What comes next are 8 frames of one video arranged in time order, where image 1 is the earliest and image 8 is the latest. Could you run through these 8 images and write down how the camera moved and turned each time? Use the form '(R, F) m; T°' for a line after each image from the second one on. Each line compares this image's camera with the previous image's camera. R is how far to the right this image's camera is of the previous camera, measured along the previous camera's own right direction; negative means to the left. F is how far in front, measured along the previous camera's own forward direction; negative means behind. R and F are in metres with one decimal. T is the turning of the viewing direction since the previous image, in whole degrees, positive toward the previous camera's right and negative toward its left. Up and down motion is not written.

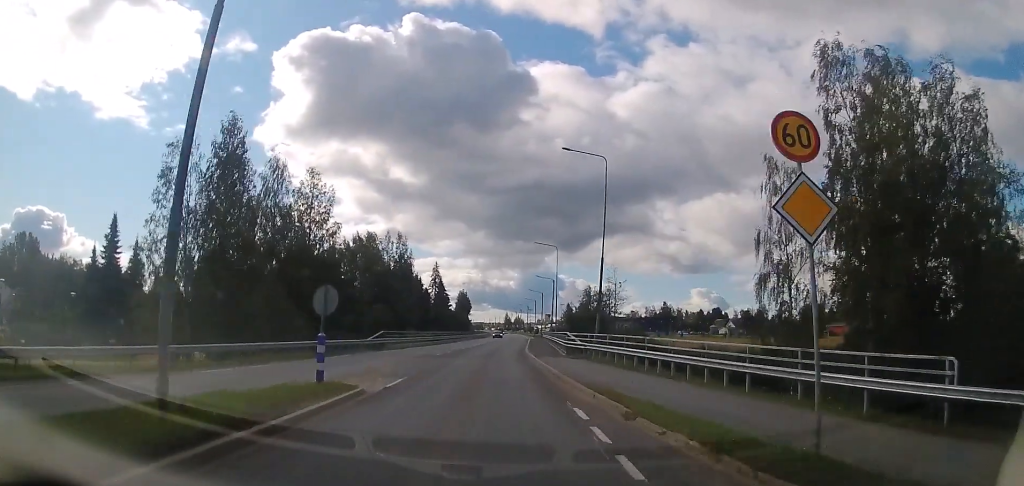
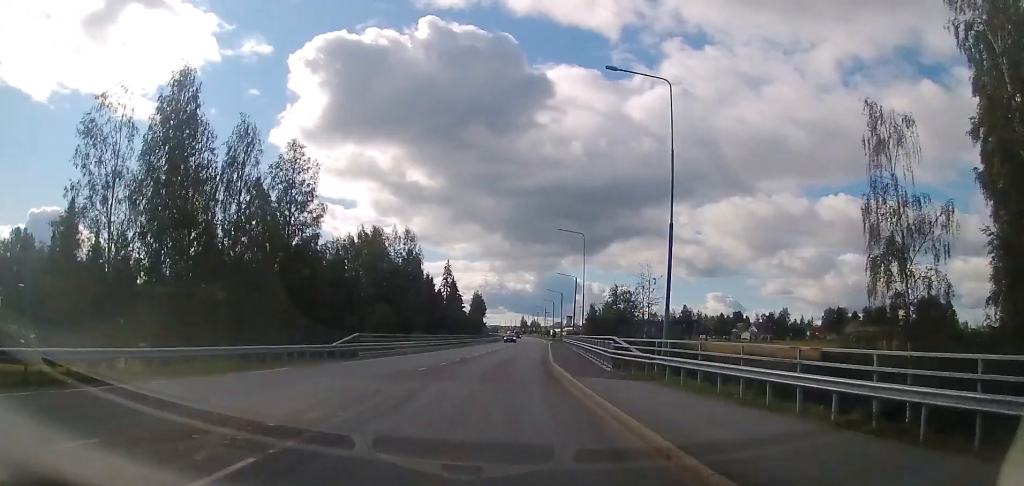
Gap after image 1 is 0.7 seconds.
(0.0, +9.8) m; -1°
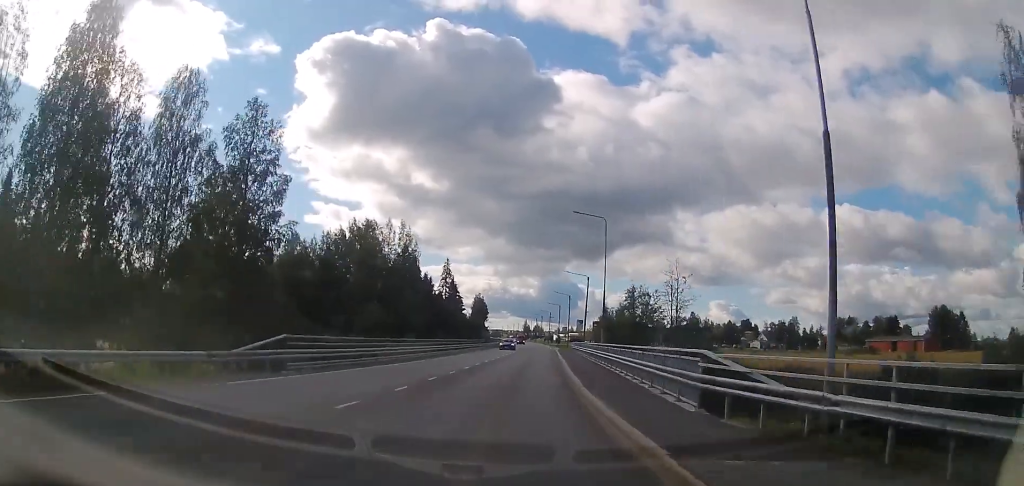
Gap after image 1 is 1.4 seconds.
(-0.1, +9.7) m; 0°
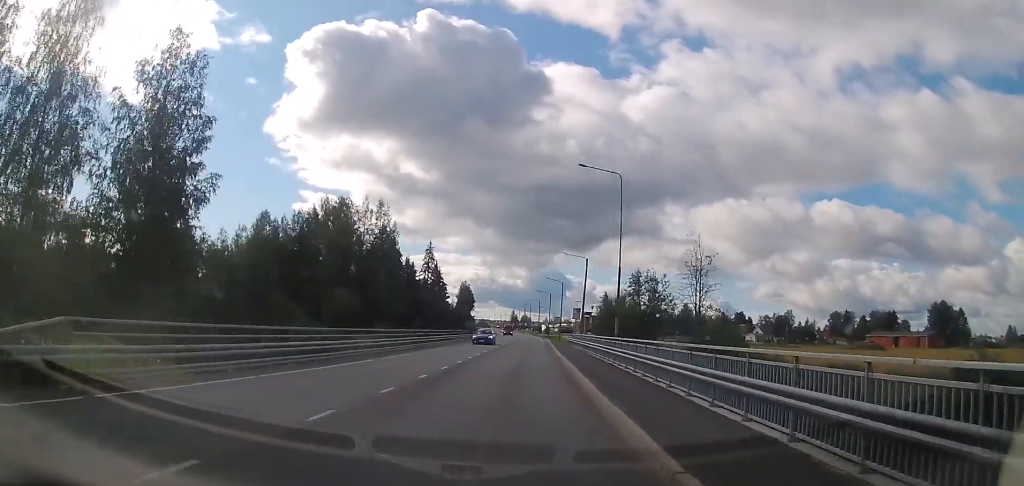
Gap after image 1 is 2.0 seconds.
(0.0, +9.8) m; +1°
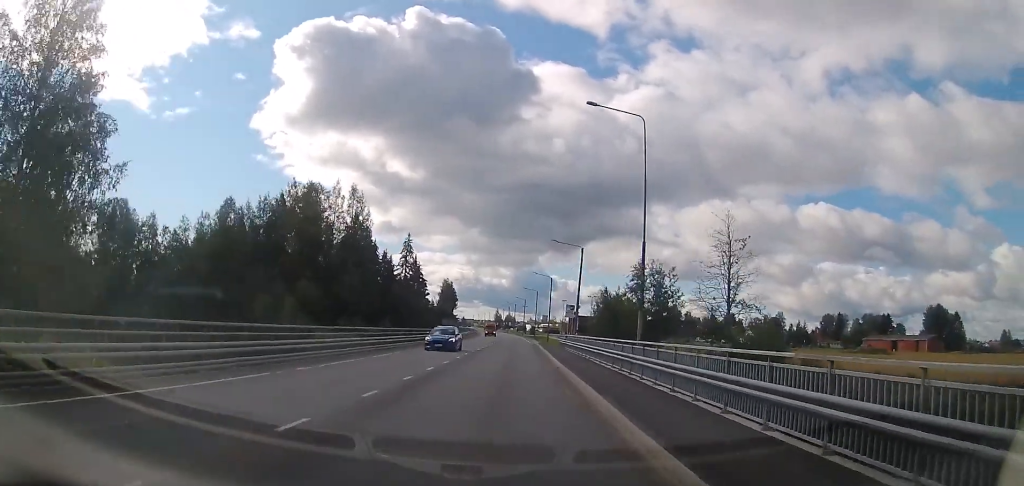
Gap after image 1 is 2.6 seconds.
(+0.1, +8.9) m; +1°
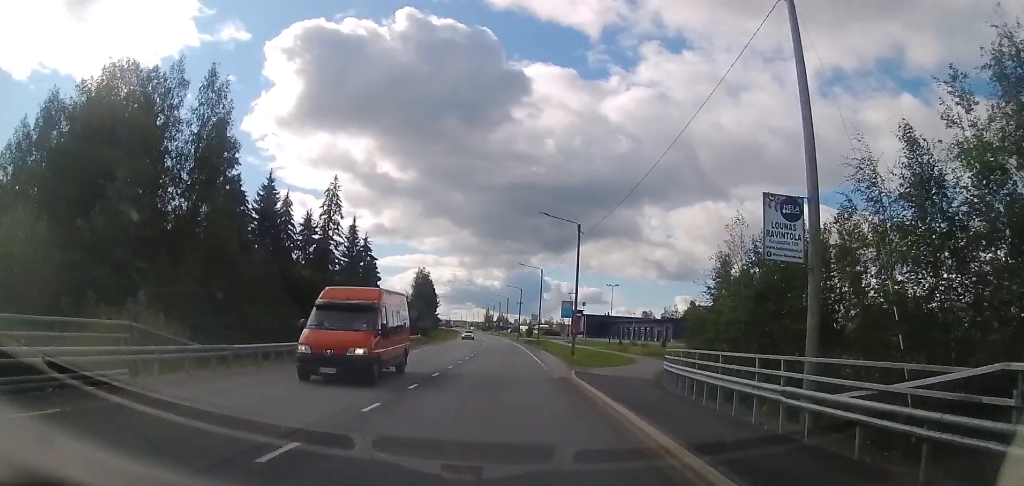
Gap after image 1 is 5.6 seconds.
(+1.4, +46.2) m; +1°
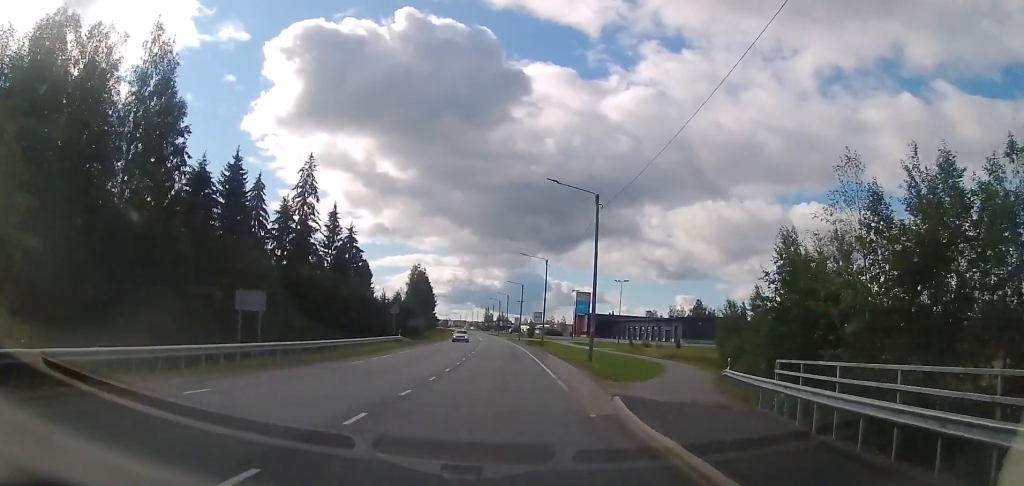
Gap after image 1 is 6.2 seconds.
(0.0, +9.7) m; 0°
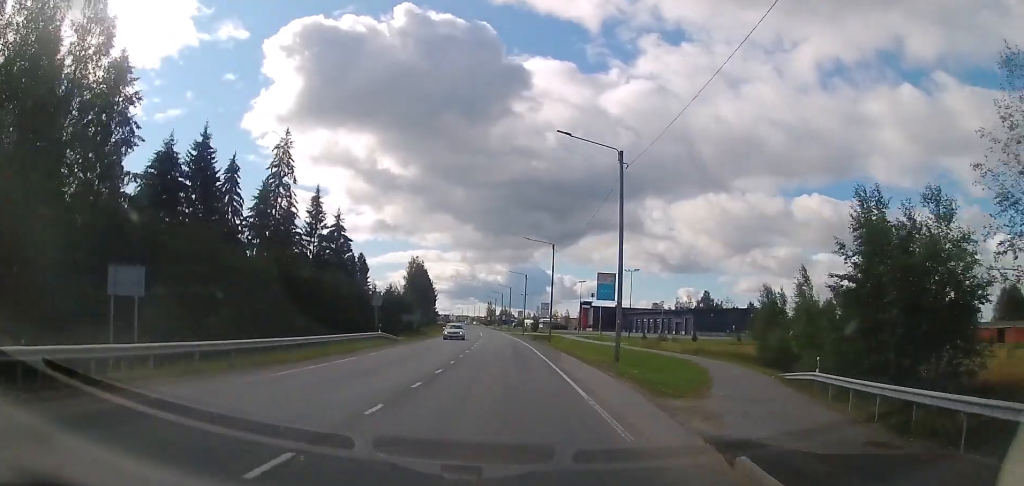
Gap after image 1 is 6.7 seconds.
(-0.1, +7.6) m; 0°
